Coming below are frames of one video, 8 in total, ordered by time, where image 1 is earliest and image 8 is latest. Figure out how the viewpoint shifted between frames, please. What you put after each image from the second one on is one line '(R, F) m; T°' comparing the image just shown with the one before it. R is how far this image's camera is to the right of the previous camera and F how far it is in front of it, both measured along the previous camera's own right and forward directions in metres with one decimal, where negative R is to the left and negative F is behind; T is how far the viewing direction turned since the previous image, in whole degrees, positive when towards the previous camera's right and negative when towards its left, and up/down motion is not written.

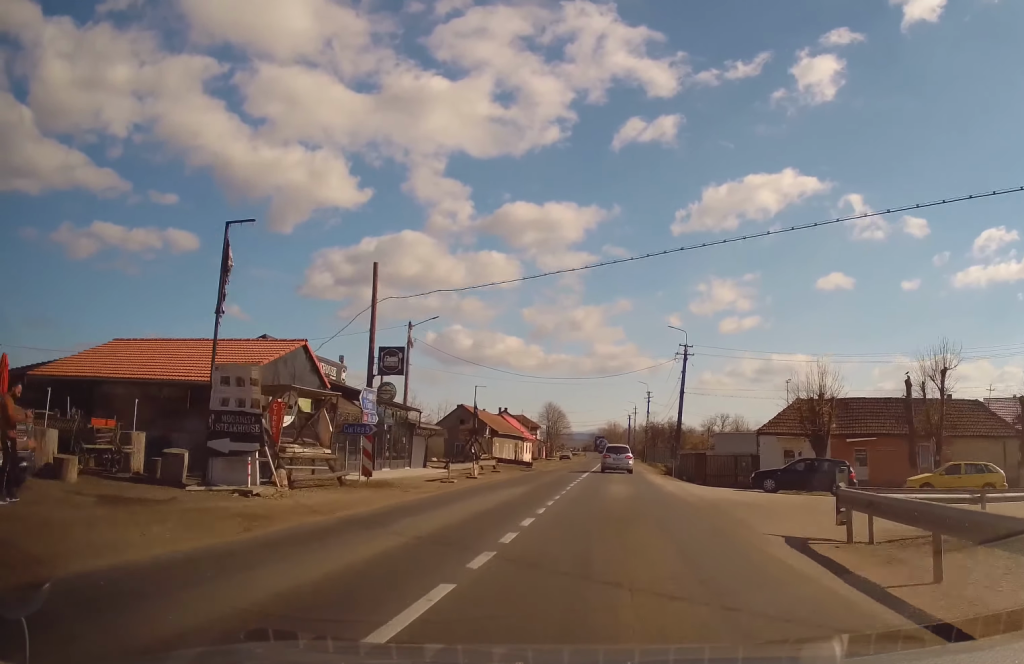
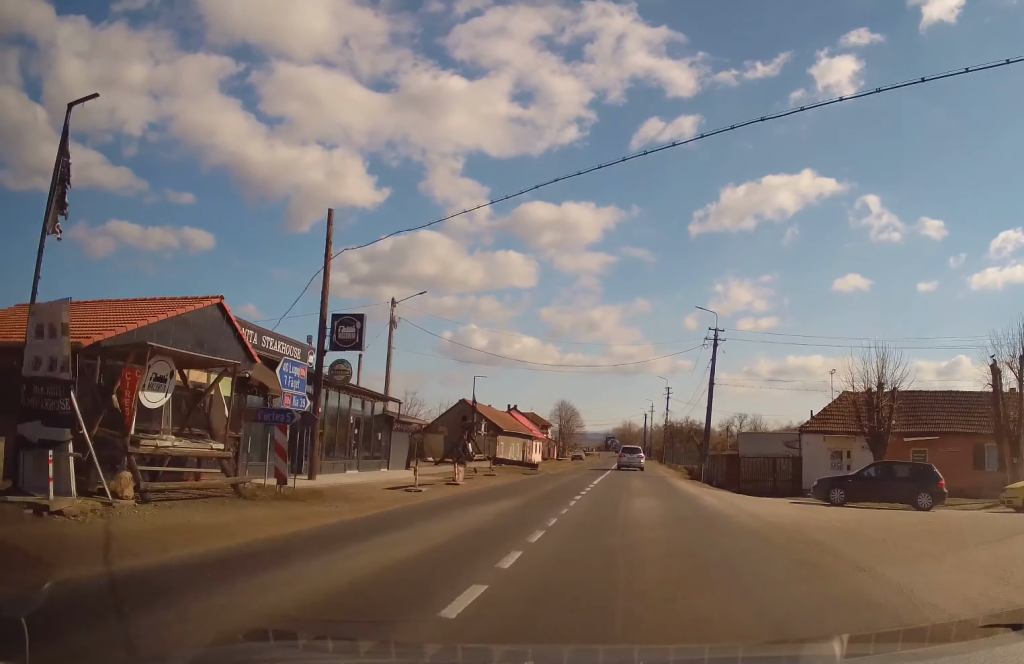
(-0.3, +5.8) m; +3°
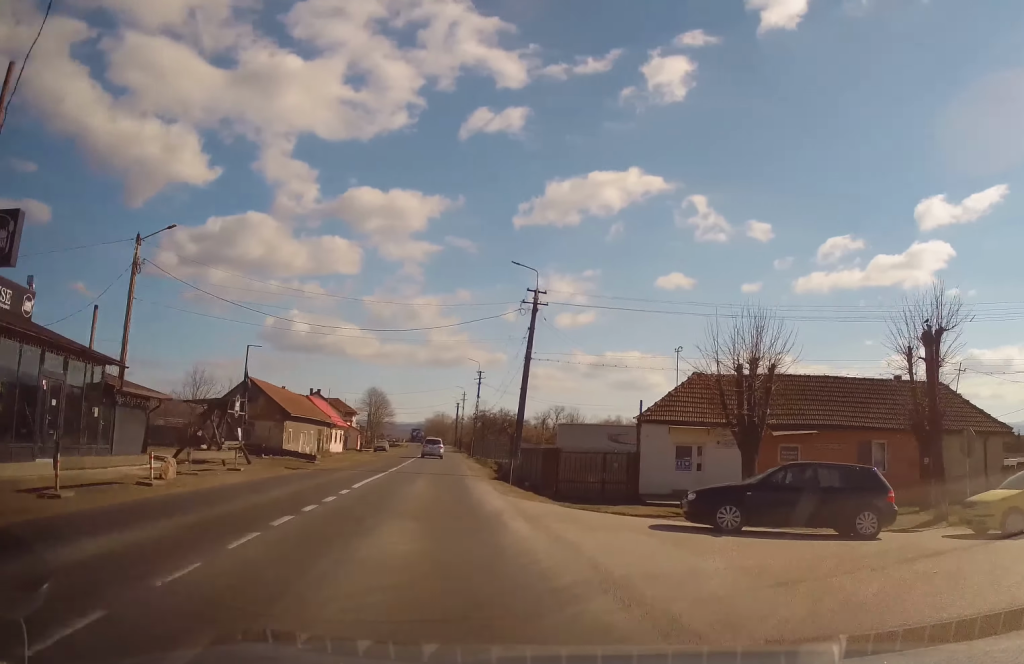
(+0.8, +7.3) m; +18°
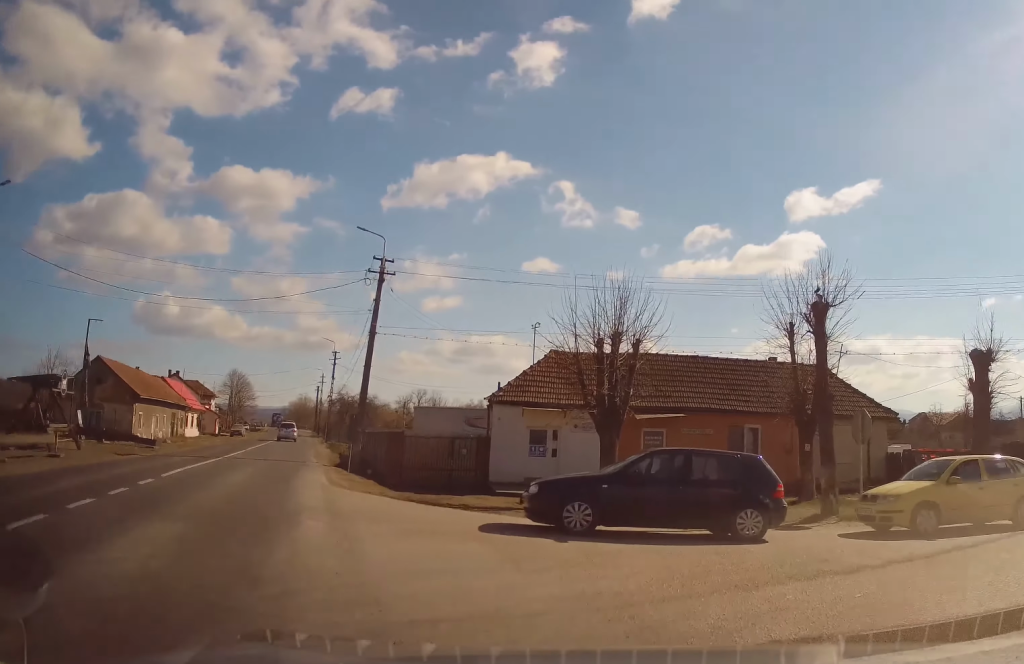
(+0.3, +2.5) m; +11°
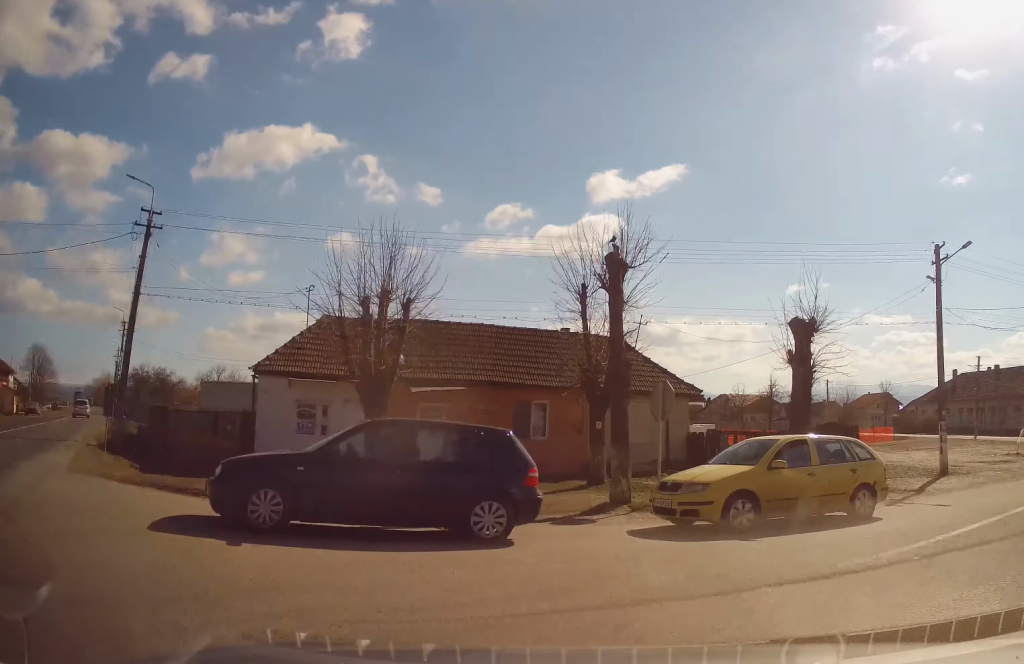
(-0.1, +3.0) m; +14°
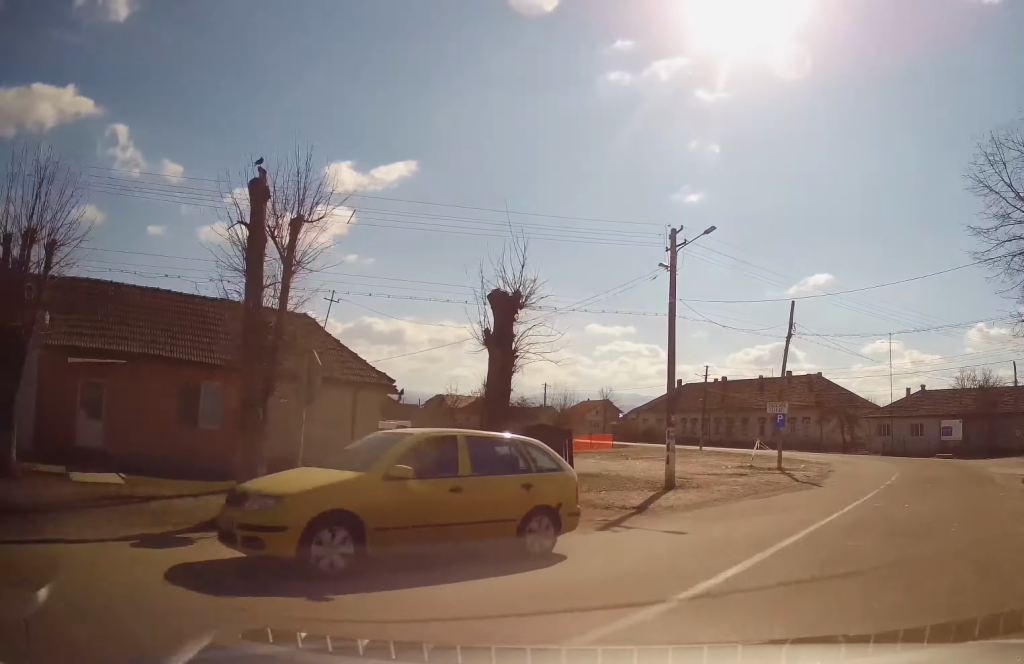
(+1.1, +3.7) m; +24°
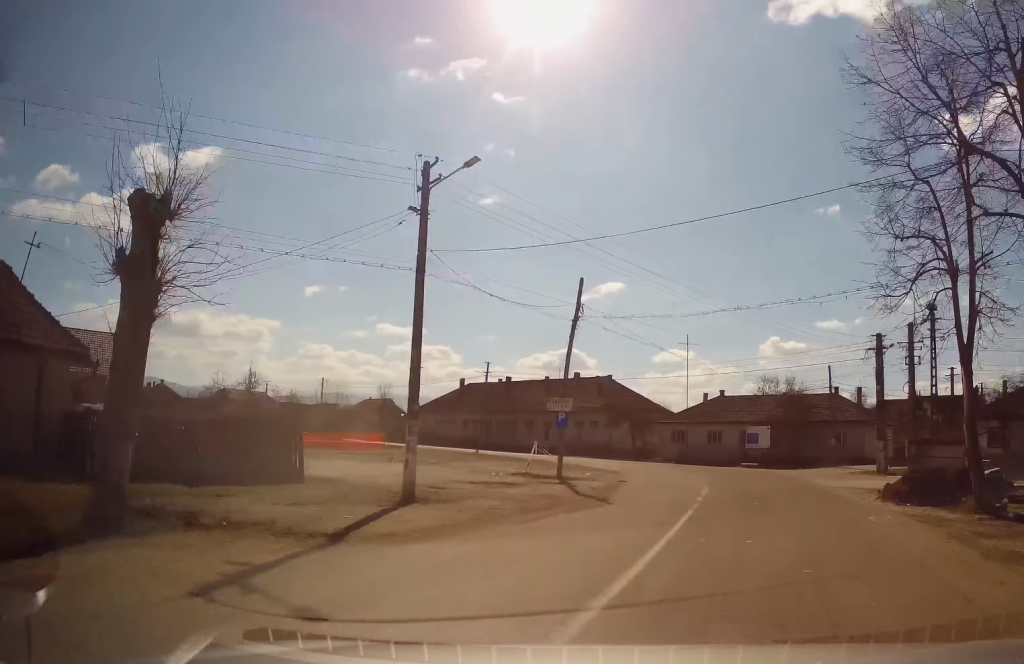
(+1.2, +5.7) m; +21°
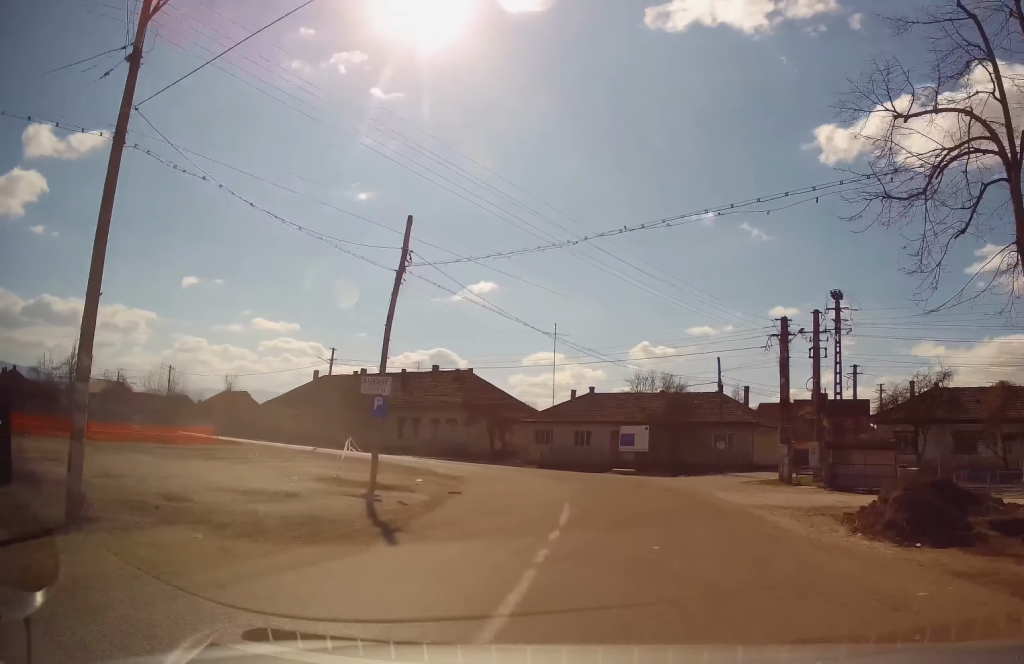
(+0.7, +7.0) m; +4°
